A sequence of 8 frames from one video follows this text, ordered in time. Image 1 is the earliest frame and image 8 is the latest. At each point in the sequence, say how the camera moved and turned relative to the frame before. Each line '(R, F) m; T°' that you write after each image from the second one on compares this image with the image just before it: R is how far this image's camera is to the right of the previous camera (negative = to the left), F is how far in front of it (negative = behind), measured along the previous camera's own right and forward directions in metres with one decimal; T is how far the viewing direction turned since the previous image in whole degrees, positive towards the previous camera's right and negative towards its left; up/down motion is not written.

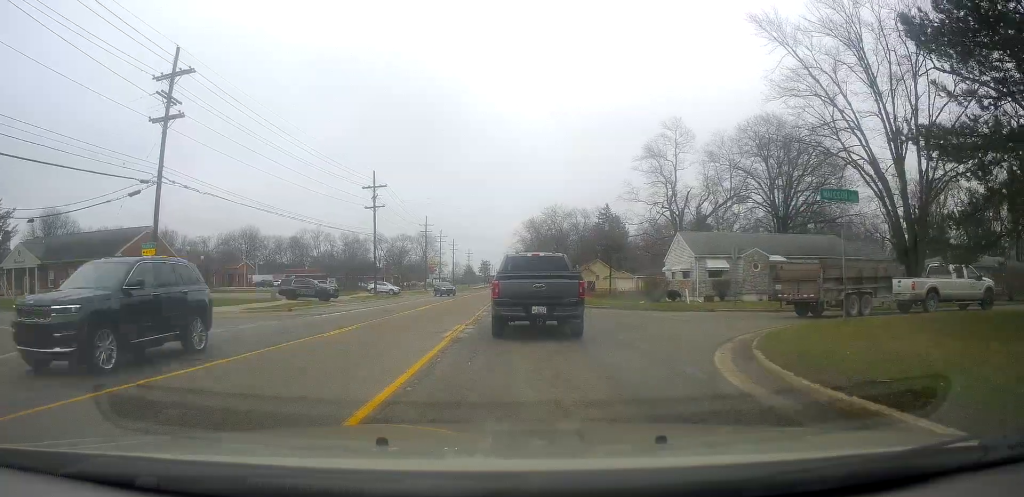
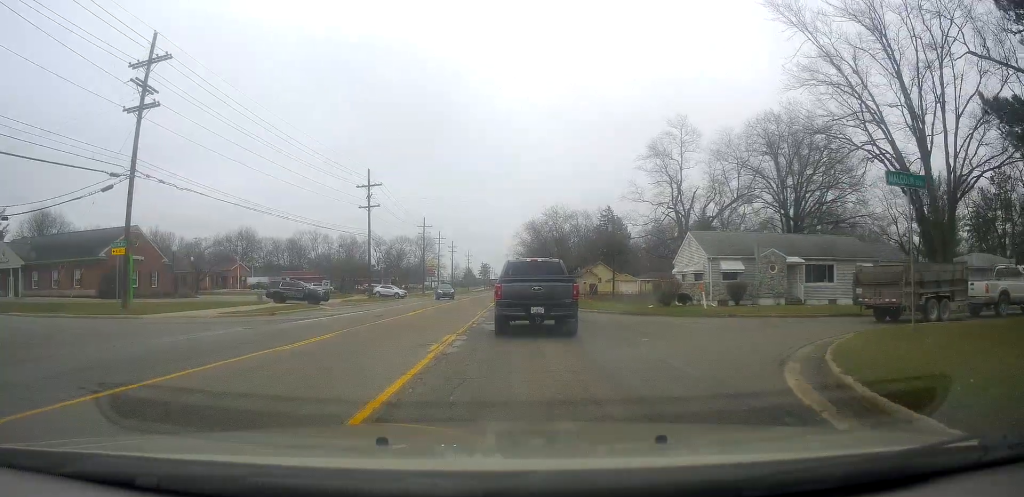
(+0.1, +2.7) m; +2°
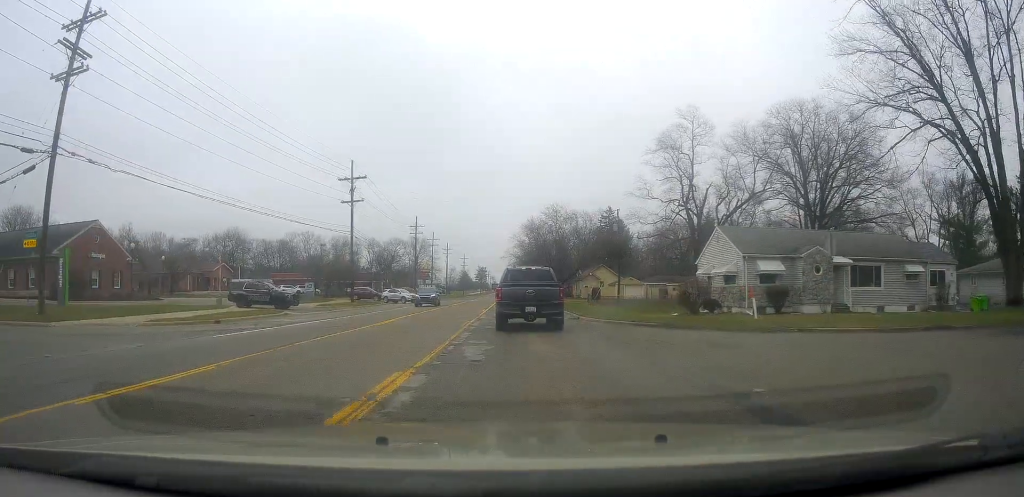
(0.0, +5.7) m; 0°
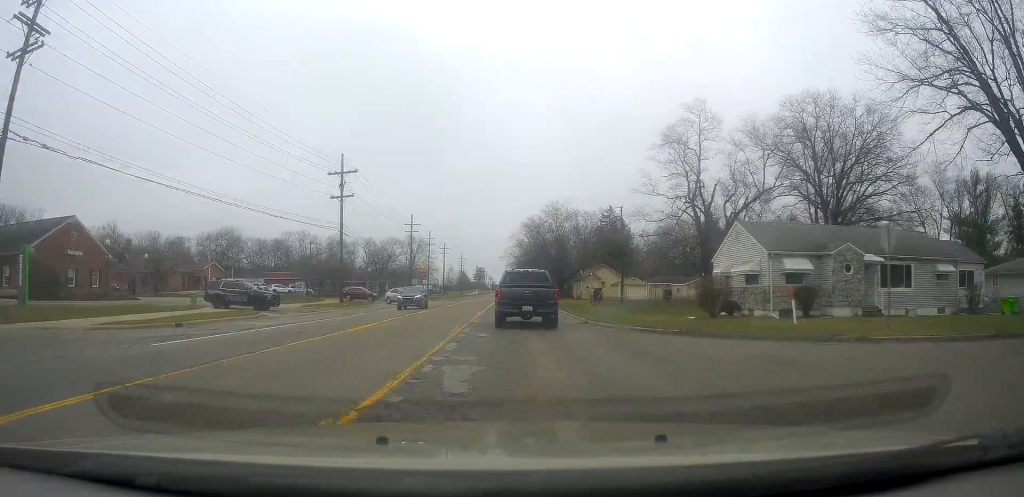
(0.0, +3.0) m; 0°
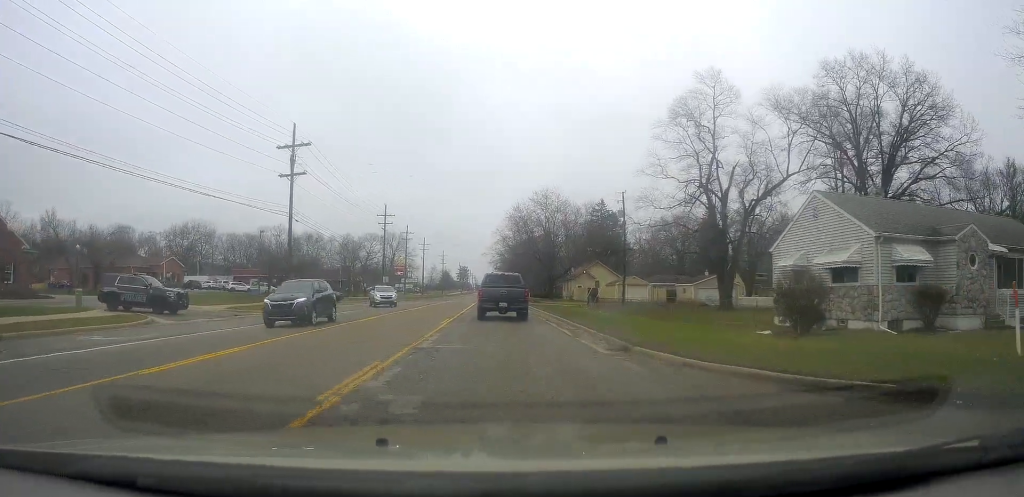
(0.0, +9.1) m; 0°
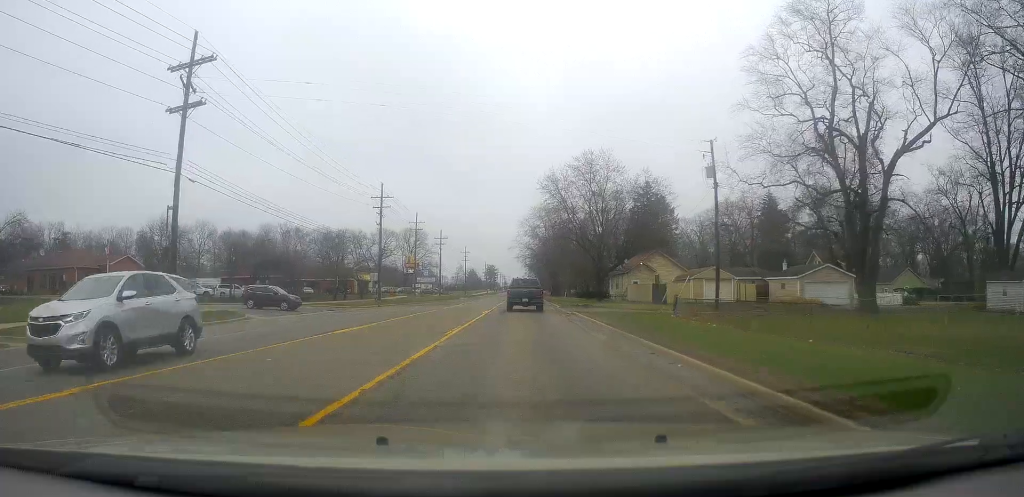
(0.0, +20.0) m; 0°
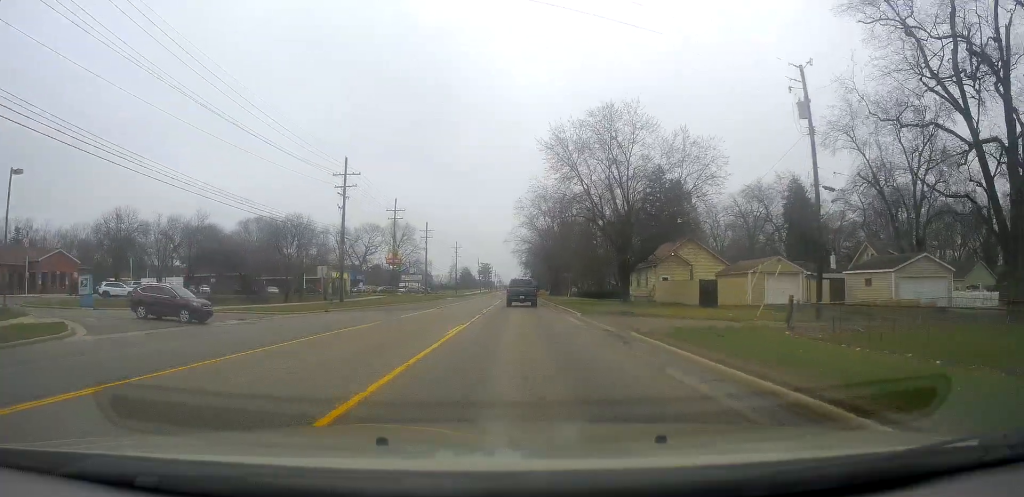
(-0.1, +14.4) m; -3°
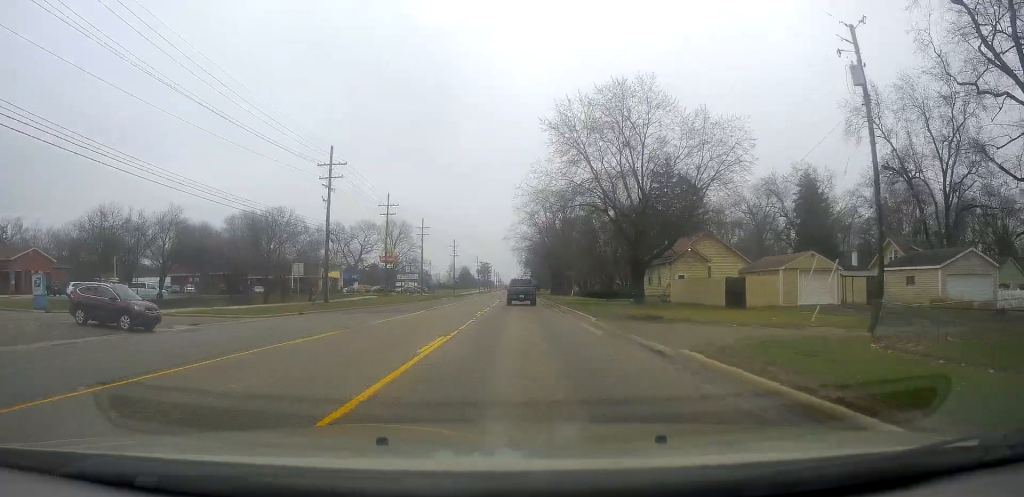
(-0.2, +5.1) m; -1°
